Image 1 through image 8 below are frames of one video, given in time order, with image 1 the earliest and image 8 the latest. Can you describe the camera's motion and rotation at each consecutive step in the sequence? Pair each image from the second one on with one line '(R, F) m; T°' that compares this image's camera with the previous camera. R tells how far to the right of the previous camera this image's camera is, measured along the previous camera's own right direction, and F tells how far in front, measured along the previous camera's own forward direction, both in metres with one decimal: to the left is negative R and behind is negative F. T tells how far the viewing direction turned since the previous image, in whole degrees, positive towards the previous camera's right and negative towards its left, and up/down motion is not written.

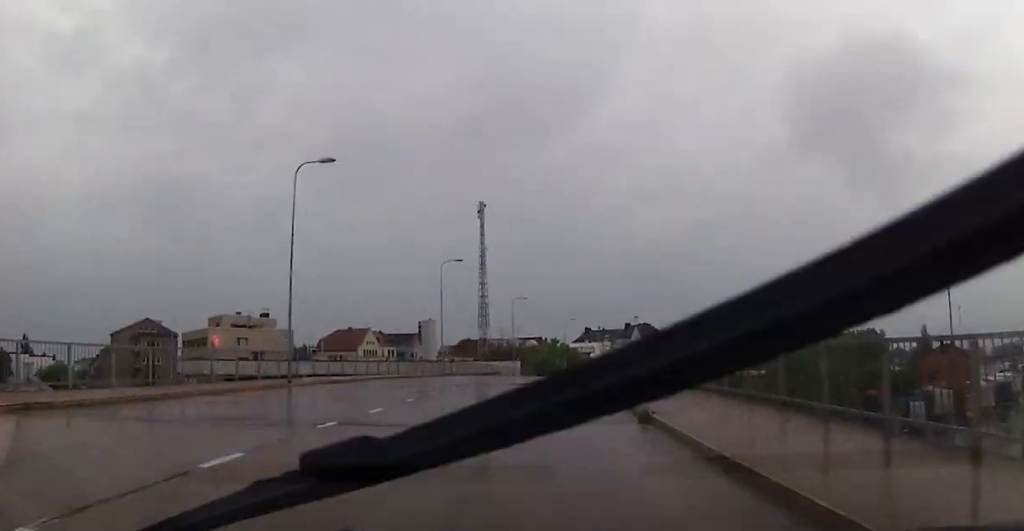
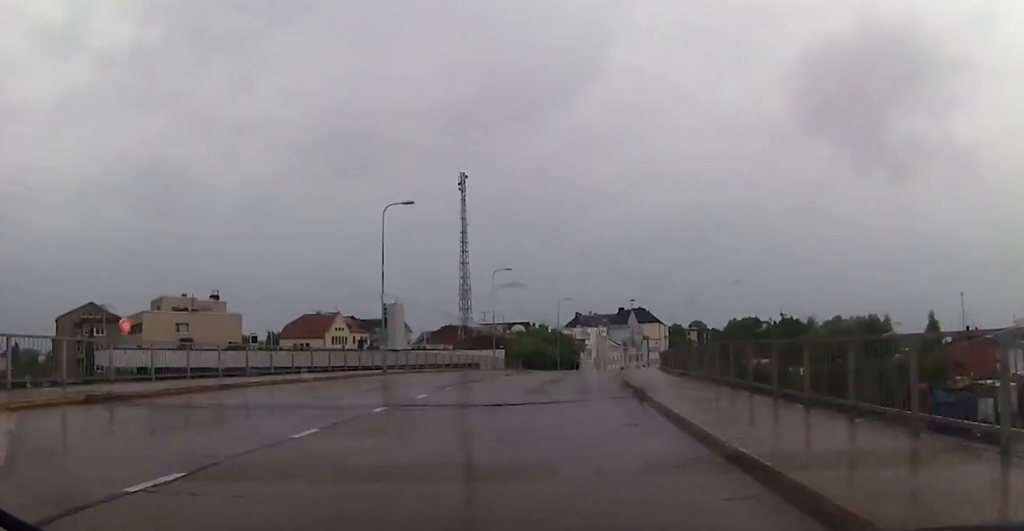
(+0.3, +16.5) m; +2°
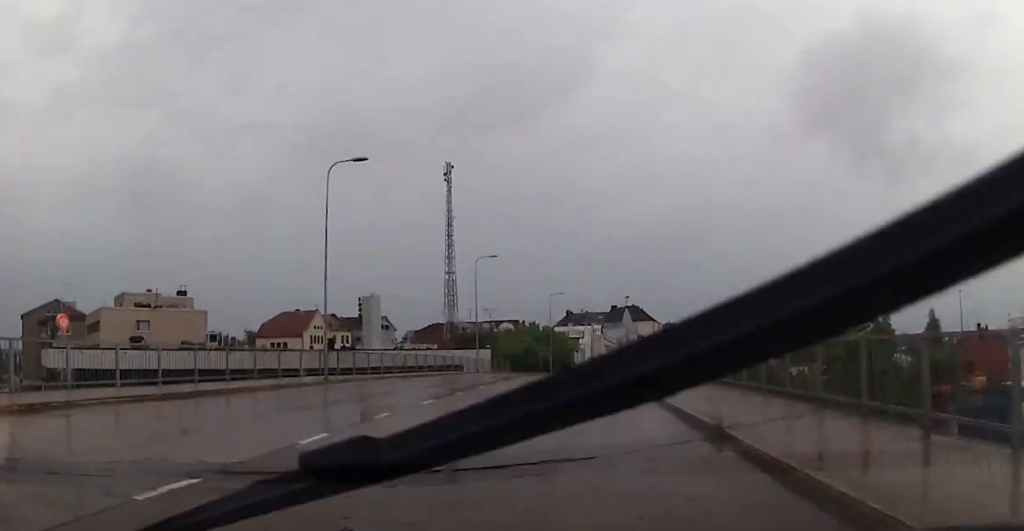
(0.0, +8.0) m; 0°
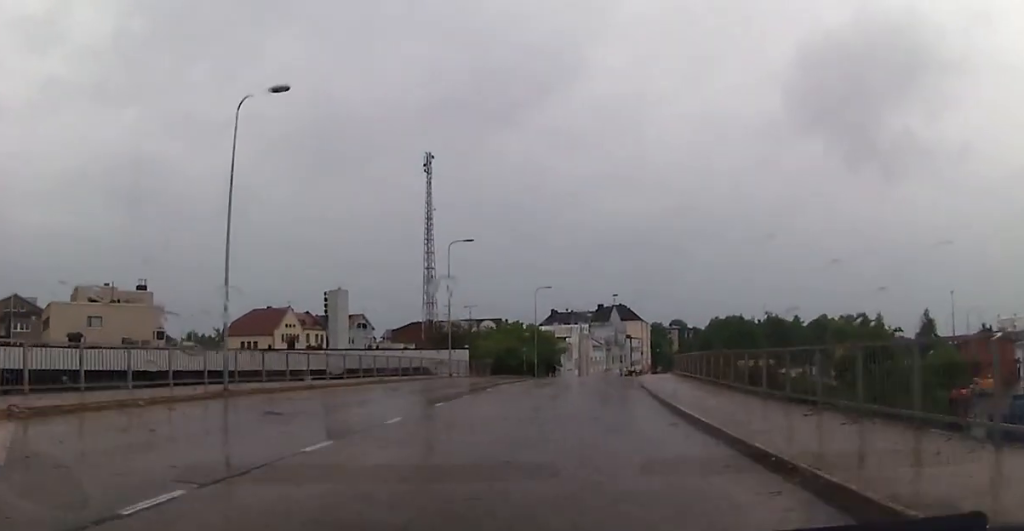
(0.0, +7.5) m; 0°
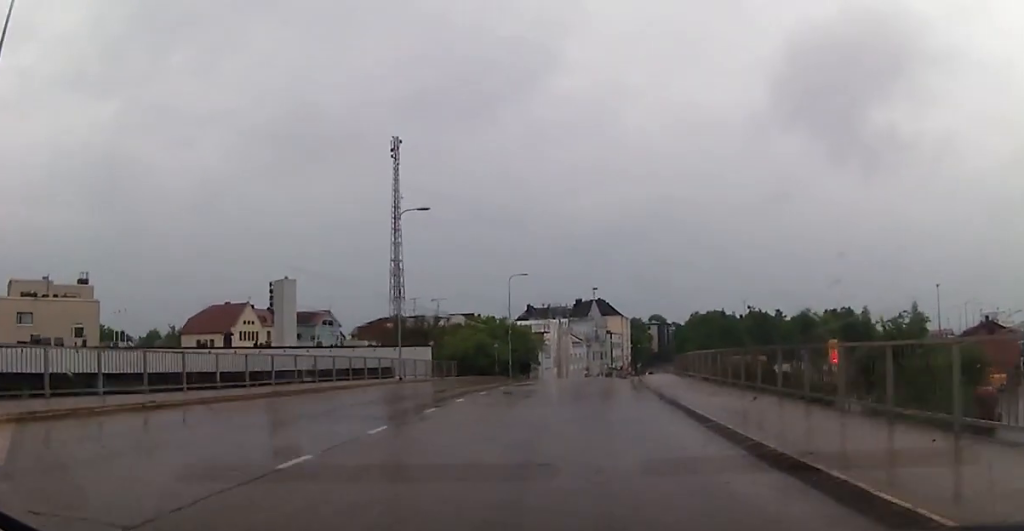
(0.0, +9.0) m; +2°
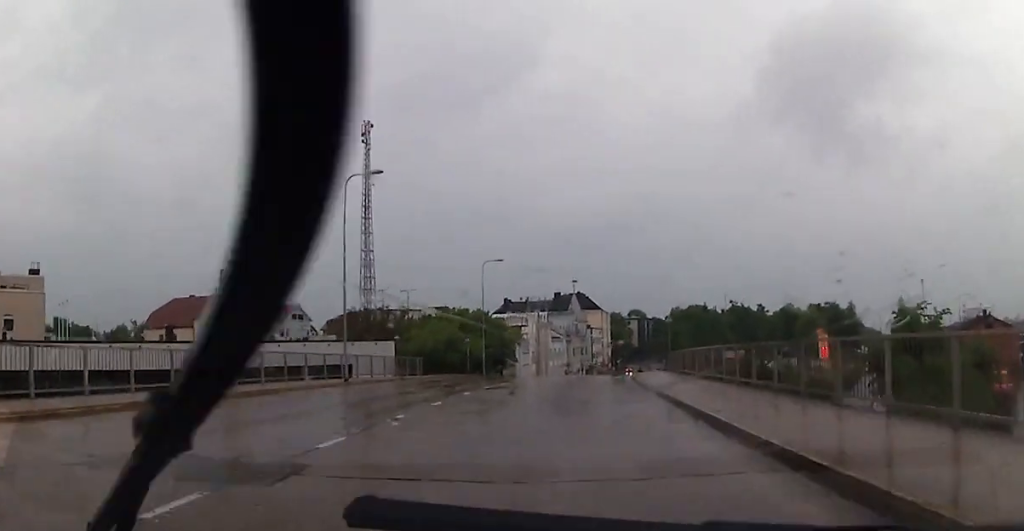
(+0.1, +6.1) m; +1°
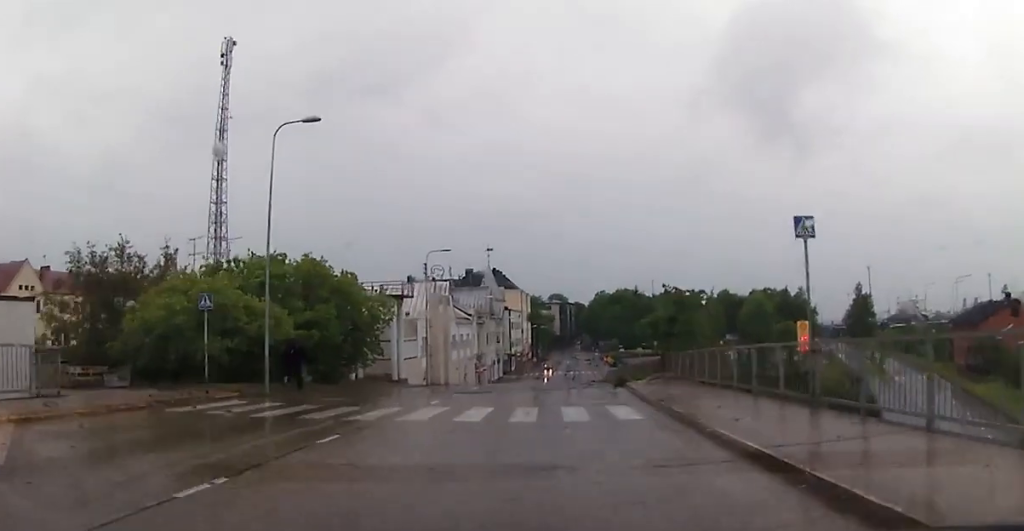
(+1.9, +30.2) m; +8°
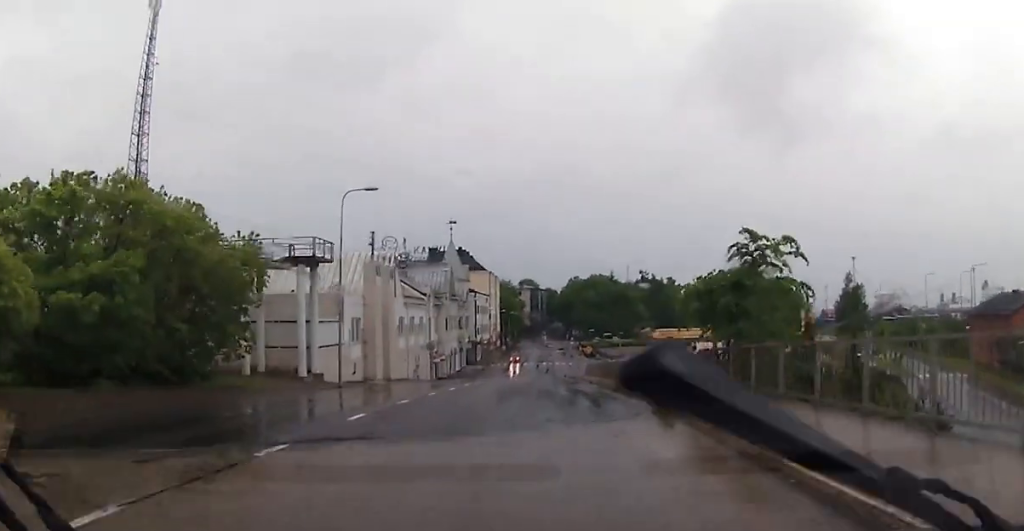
(+0.5, +14.2) m; +3°
